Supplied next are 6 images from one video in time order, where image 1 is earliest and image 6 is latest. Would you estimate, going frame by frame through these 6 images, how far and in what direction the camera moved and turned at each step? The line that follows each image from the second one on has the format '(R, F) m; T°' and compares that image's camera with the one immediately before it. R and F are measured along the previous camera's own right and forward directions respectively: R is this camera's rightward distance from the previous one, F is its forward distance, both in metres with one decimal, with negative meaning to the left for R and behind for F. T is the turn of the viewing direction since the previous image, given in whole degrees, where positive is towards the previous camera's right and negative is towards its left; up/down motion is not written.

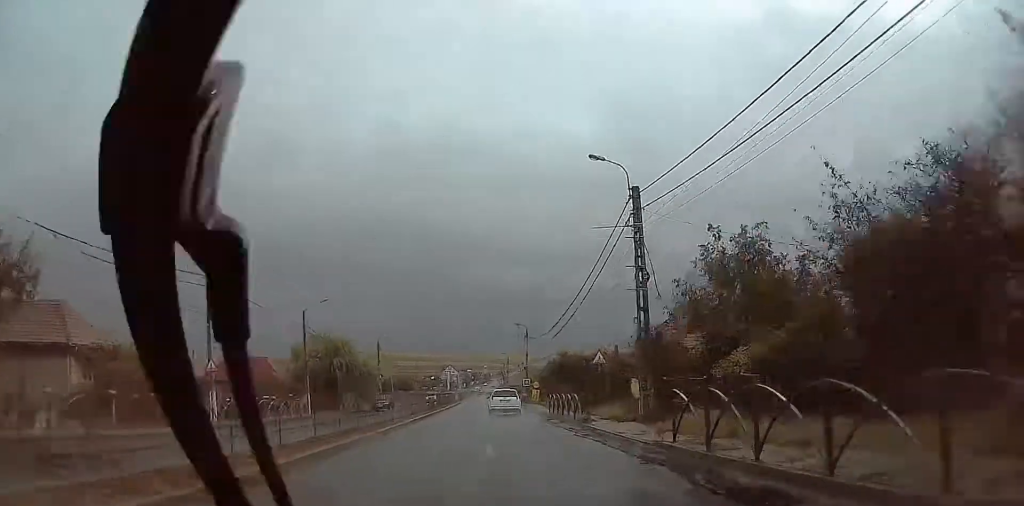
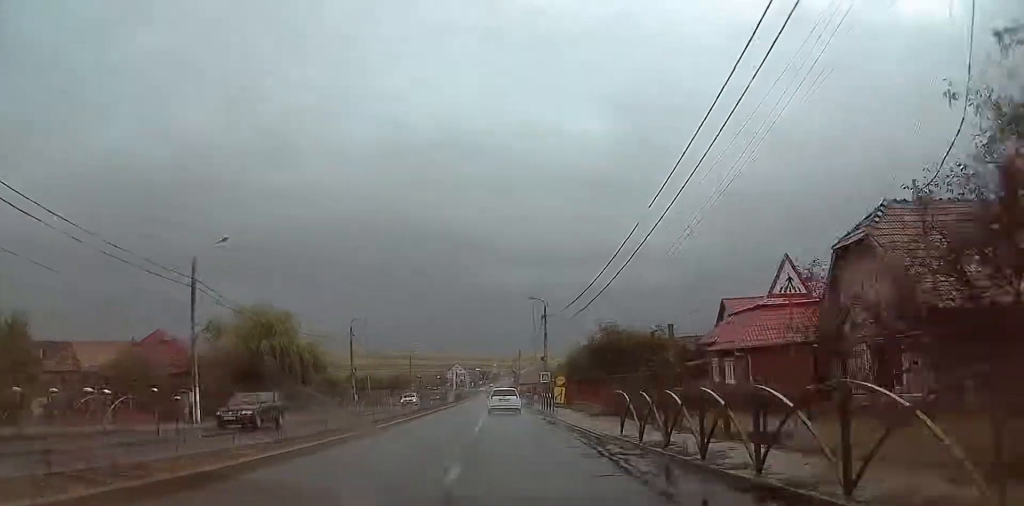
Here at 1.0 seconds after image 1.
(-0.5, +21.4) m; +1°
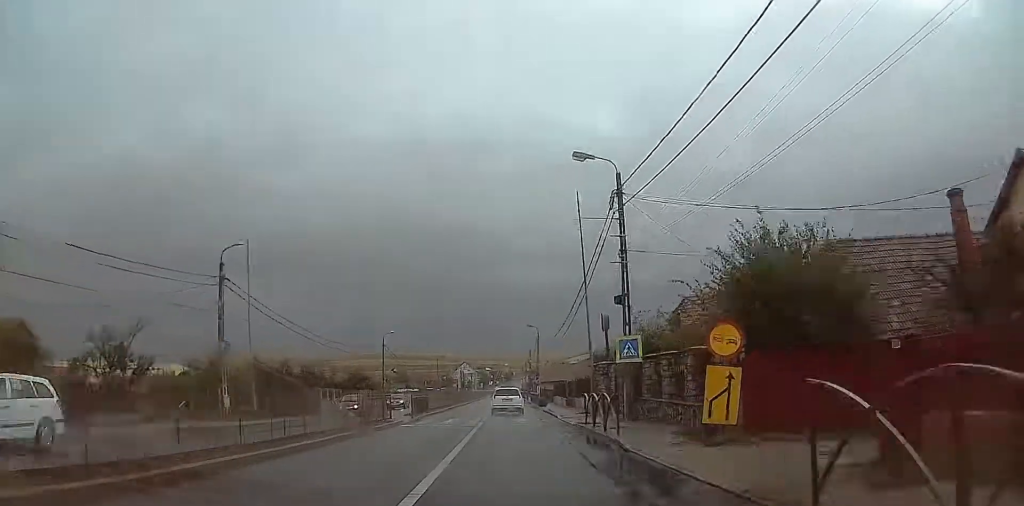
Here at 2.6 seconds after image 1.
(+0.8, +36.1) m; -1°
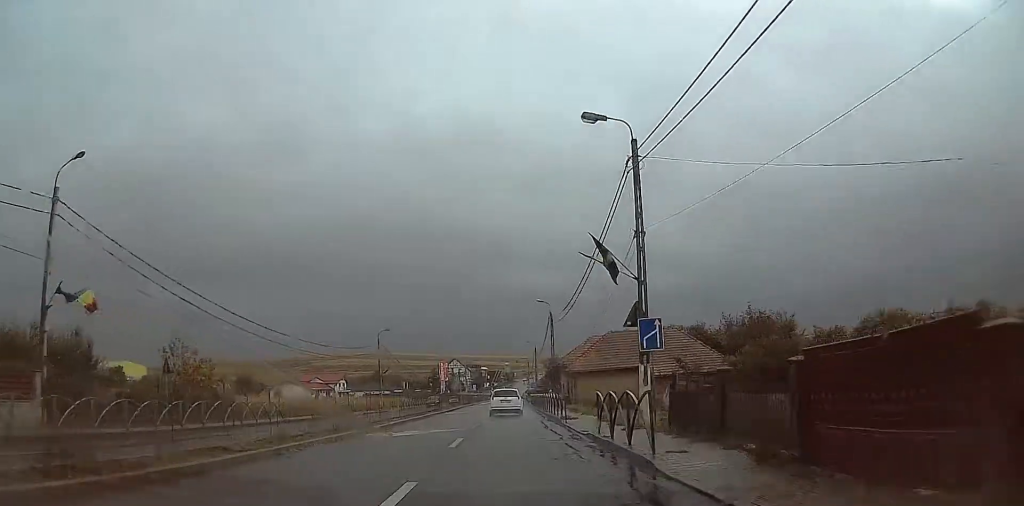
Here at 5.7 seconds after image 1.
(-2.8, +65.0) m; 0°
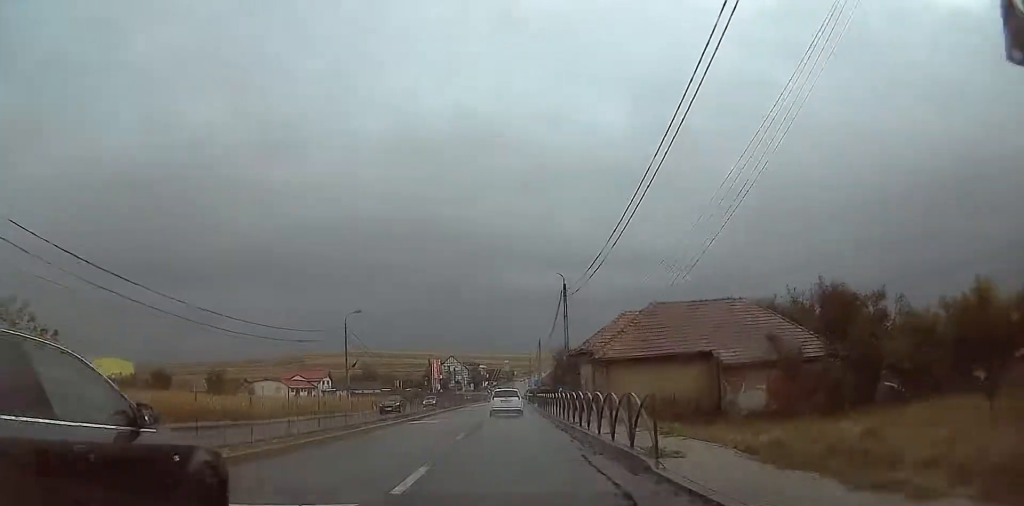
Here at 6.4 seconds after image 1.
(+0.4, +15.8) m; +1°
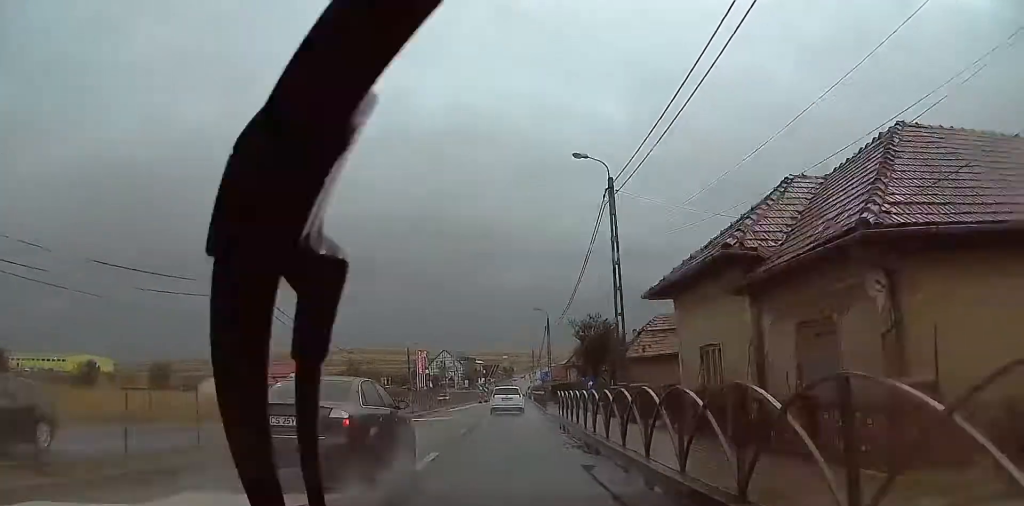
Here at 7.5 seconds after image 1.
(-0.3, +24.2) m; -3°
